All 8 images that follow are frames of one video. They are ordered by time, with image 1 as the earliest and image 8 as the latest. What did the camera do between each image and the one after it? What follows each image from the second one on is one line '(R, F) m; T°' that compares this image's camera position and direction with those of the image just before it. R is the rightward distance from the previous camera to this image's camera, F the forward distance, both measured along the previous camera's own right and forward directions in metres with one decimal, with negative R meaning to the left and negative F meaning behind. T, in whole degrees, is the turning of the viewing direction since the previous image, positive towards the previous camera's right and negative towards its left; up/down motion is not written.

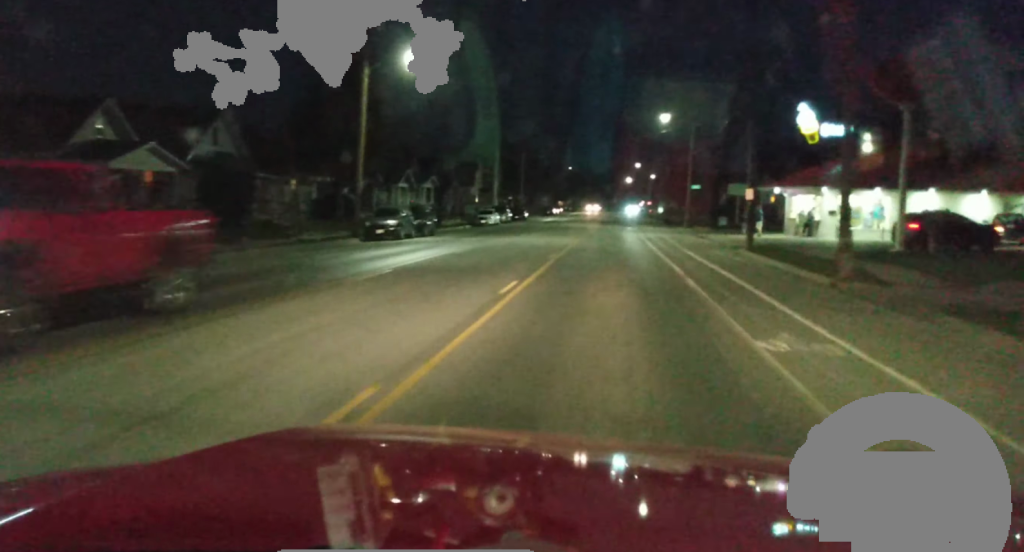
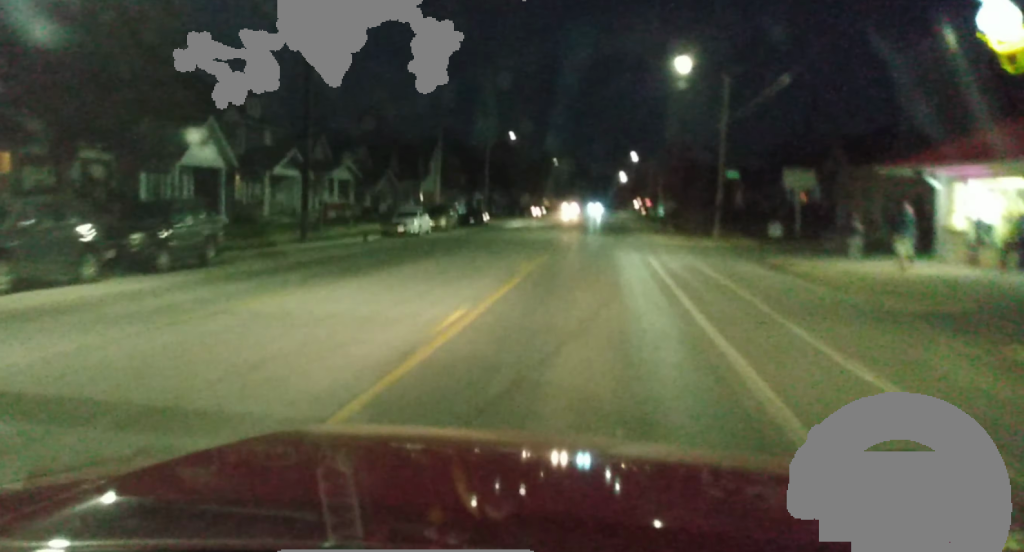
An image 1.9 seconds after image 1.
(+0.2, +29.8) m; 0°
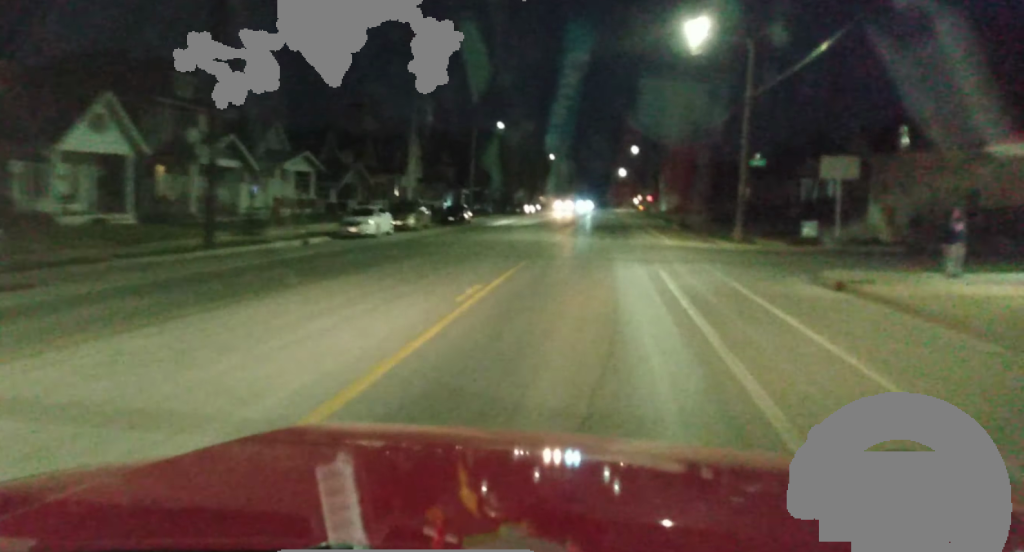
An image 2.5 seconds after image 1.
(0.0, +9.3) m; 0°
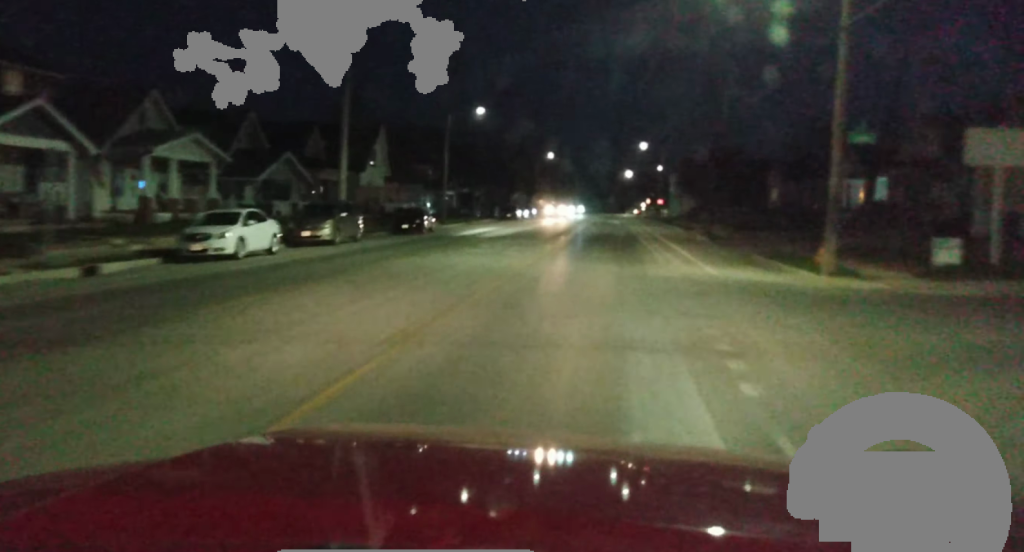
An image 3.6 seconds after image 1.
(+0.1, +16.6) m; 0°
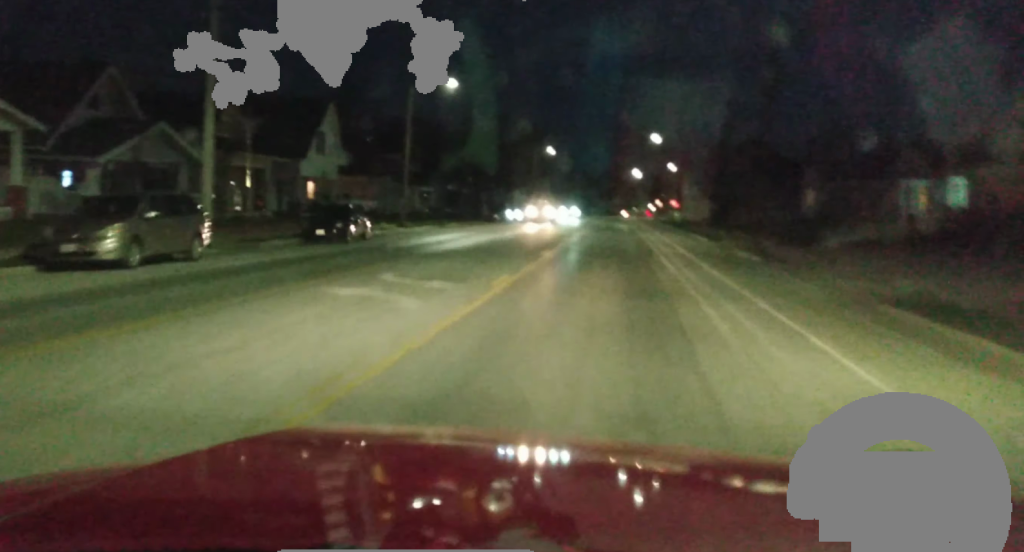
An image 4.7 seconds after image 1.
(-0.1, +16.6) m; -1°
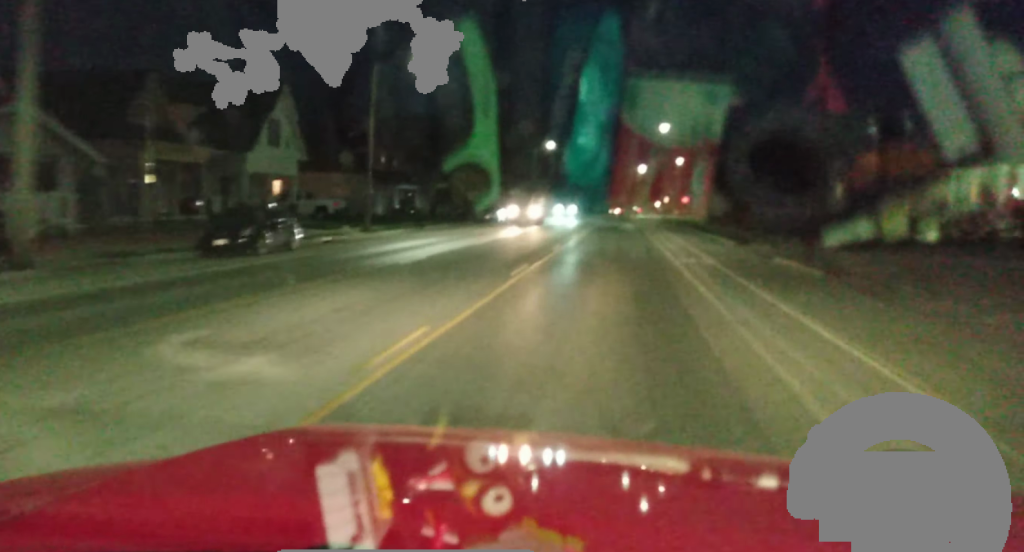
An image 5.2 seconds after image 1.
(-0.2, +8.9) m; 0°
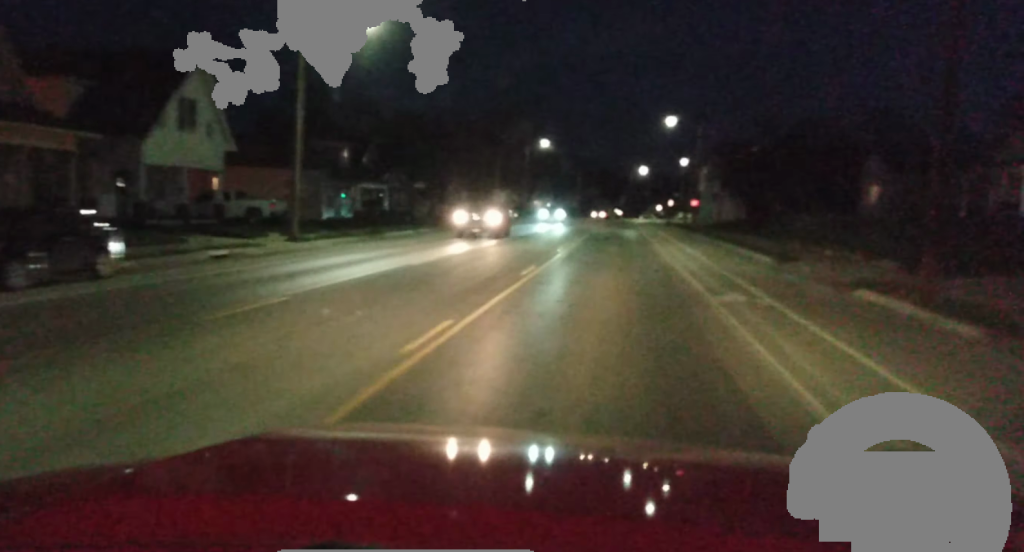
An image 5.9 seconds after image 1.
(+0.1, +11.0) m; 0°
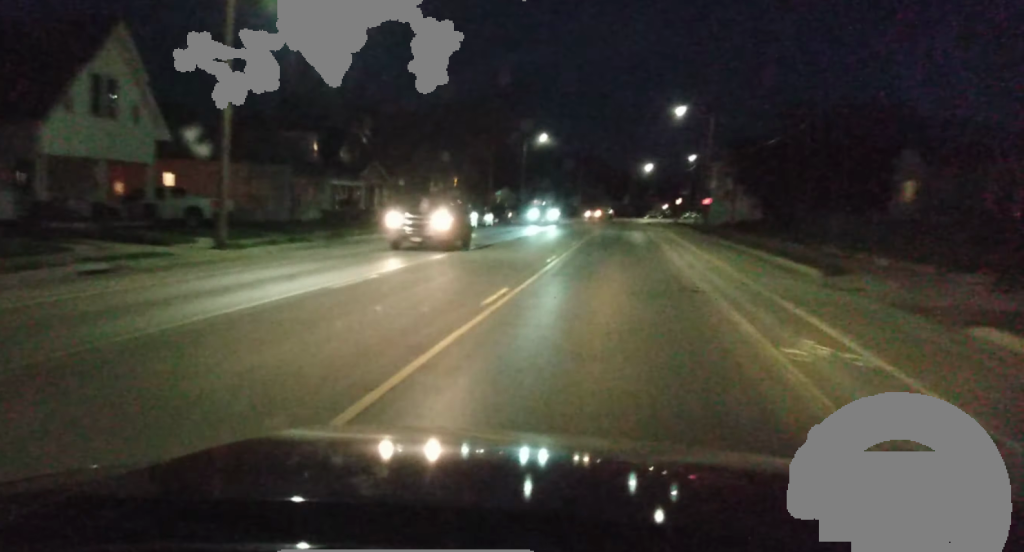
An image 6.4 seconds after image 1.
(0.0, +6.8) m; 0°
